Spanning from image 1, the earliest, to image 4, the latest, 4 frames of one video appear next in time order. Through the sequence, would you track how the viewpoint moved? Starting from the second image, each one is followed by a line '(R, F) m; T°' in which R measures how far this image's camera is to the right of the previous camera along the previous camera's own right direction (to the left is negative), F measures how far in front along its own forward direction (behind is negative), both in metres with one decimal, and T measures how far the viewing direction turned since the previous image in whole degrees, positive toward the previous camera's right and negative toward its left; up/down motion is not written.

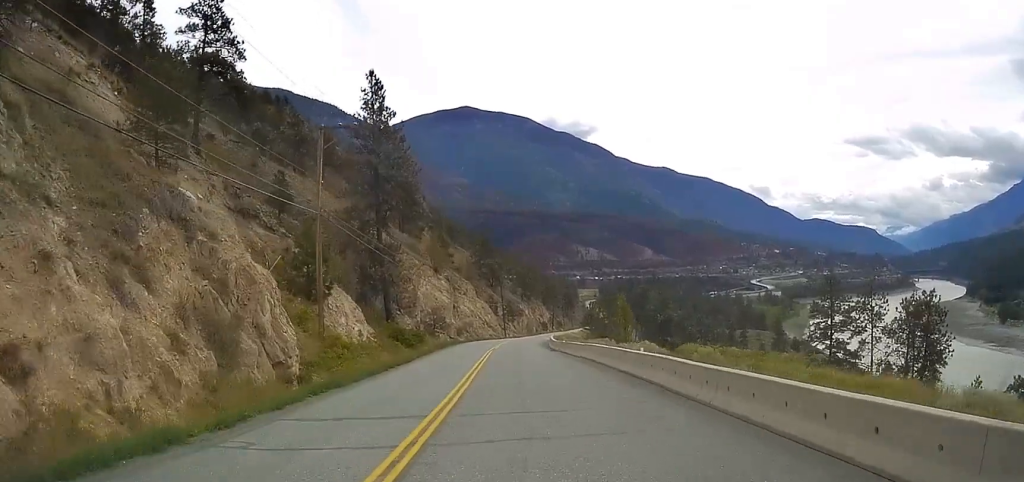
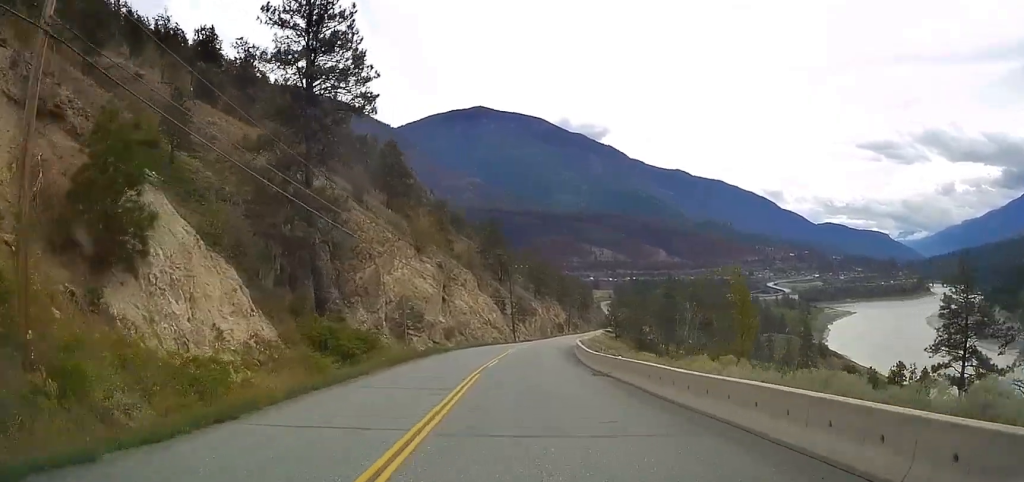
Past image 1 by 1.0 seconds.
(-0.5, +20.9) m; -1°
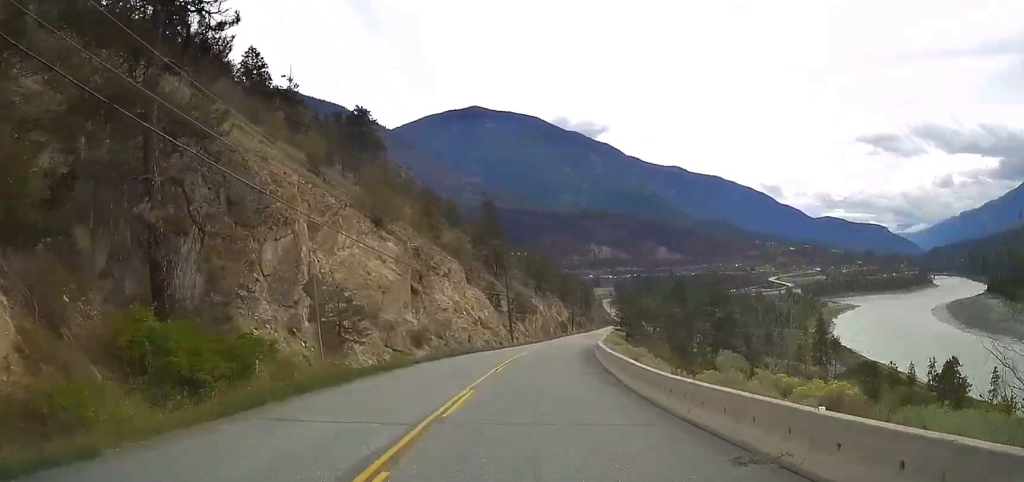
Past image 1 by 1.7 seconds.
(+0.1, +15.1) m; +1°
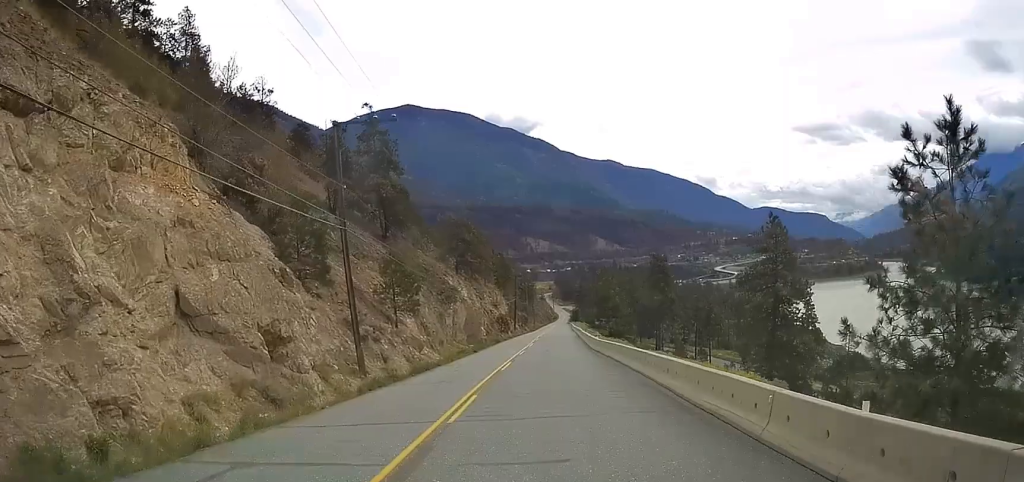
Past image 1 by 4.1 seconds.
(+2.5, +48.9) m; +5°
